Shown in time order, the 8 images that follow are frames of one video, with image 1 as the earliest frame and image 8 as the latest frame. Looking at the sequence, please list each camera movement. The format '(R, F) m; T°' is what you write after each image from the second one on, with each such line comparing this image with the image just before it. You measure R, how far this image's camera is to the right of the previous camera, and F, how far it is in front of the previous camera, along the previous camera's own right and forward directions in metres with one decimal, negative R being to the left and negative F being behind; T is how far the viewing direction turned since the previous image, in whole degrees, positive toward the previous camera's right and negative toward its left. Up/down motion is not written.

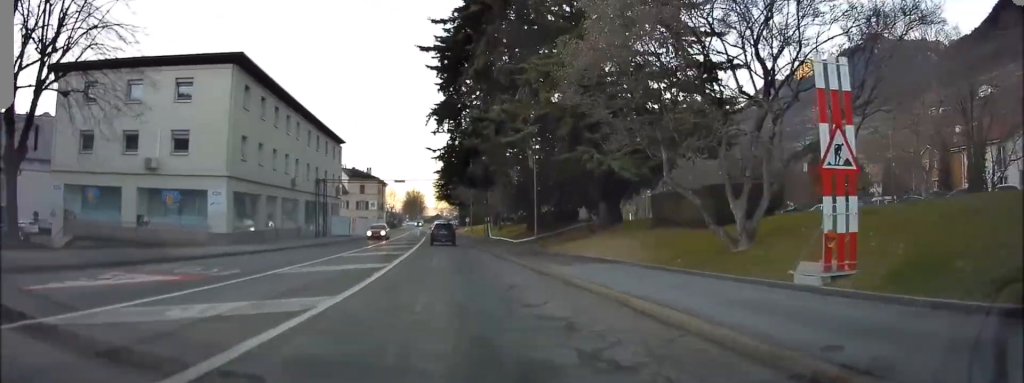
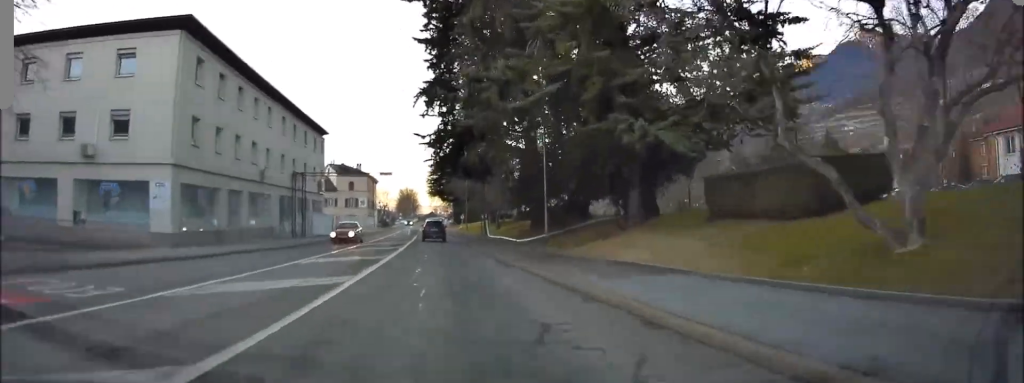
(0.0, +5.6) m; -1°
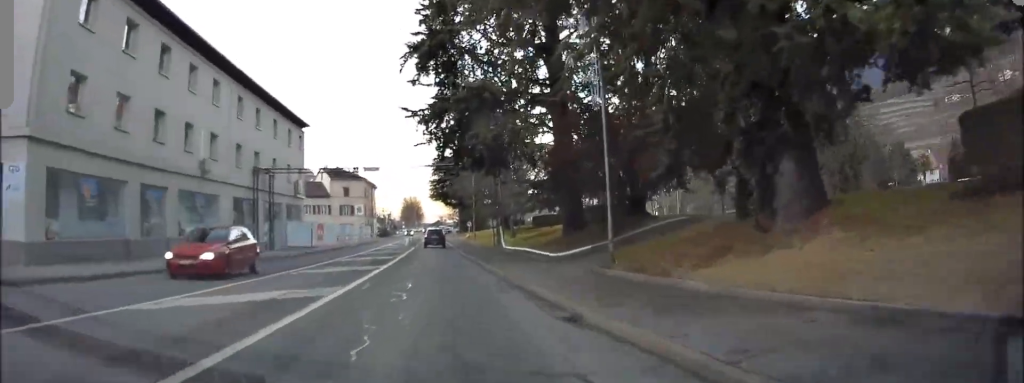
(-0.2, +9.7) m; -4°
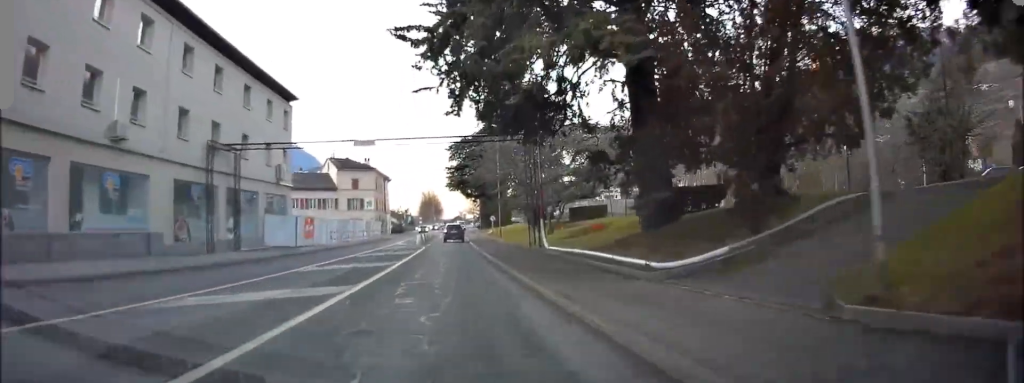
(-0.5, +8.4) m; -3°
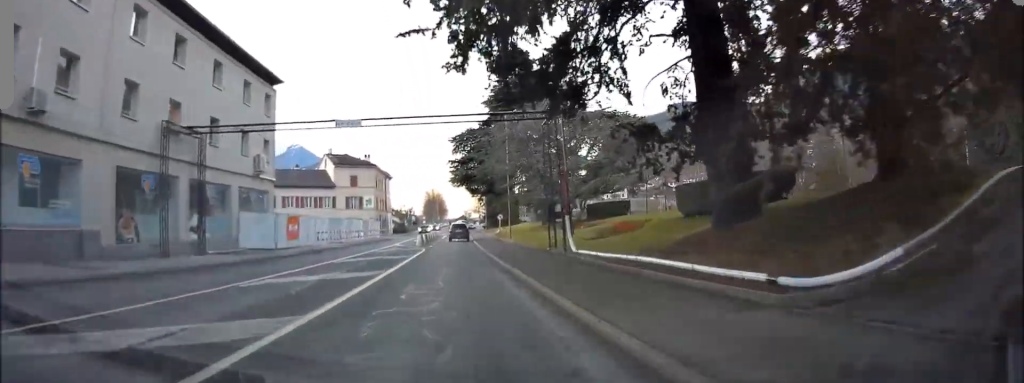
(0.0, +4.3) m; +3°
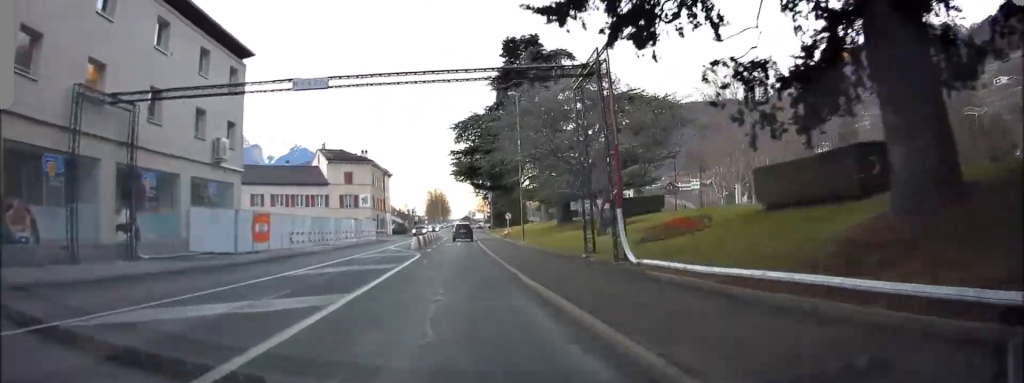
(-0.2, +4.9) m; +5°
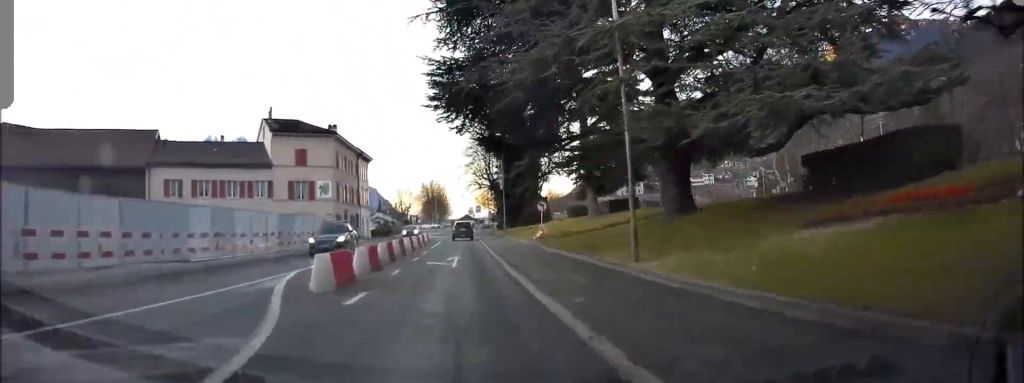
(+0.5, +21.1) m; -2°
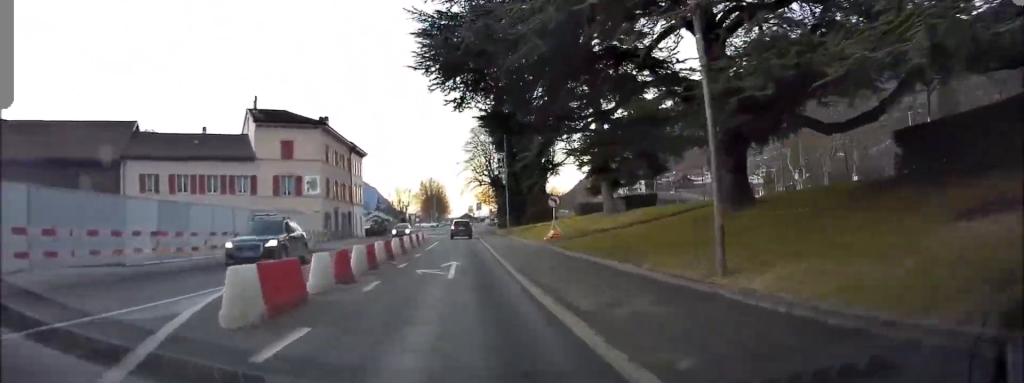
(0.0, +4.5) m; 0°
